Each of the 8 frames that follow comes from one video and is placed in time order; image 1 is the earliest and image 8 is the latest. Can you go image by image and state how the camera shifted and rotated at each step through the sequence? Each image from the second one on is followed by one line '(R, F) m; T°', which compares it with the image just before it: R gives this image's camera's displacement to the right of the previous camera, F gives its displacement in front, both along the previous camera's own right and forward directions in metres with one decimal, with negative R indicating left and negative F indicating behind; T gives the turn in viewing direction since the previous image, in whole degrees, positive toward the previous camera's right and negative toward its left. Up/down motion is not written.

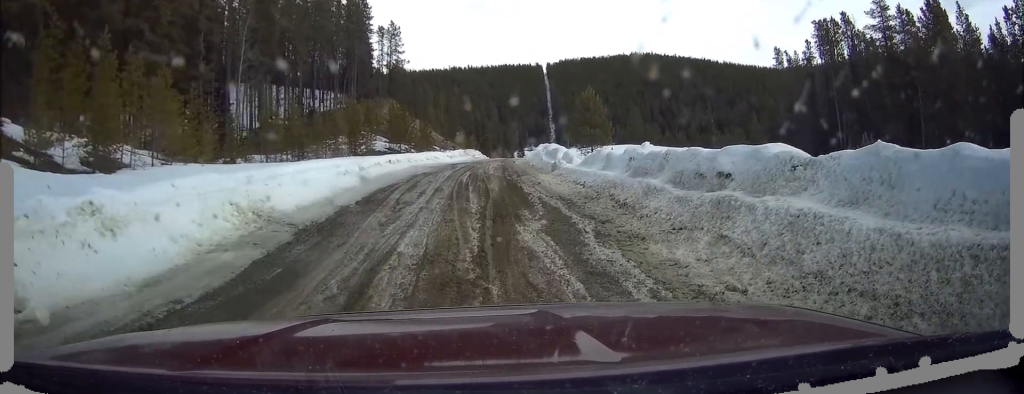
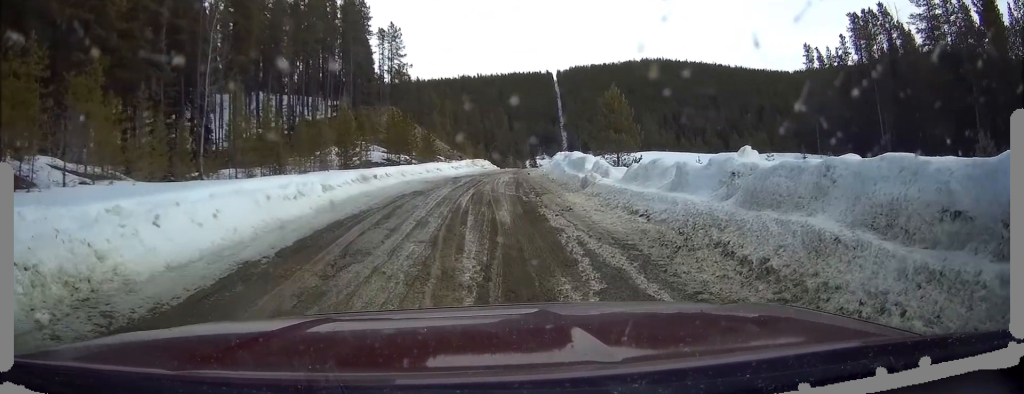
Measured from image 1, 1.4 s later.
(-0.1, +7.3) m; +1°
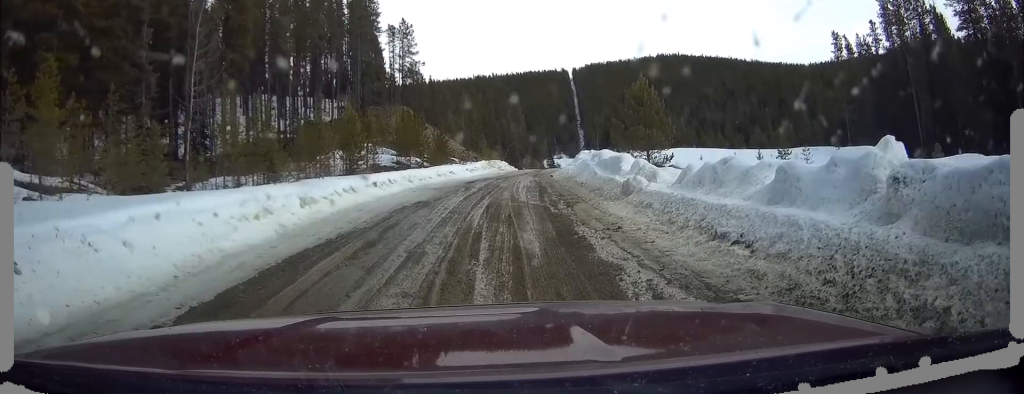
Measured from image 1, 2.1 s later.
(+0.1, +4.0) m; +1°
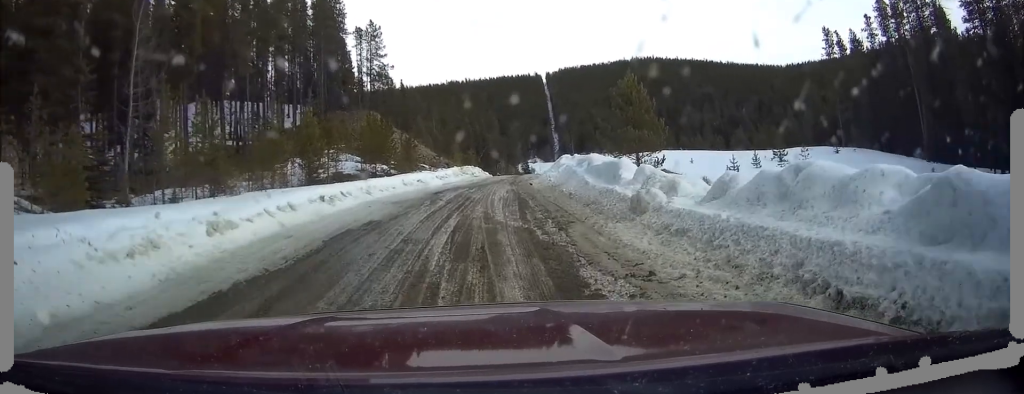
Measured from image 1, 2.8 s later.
(0.0, +3.8) m; 0°
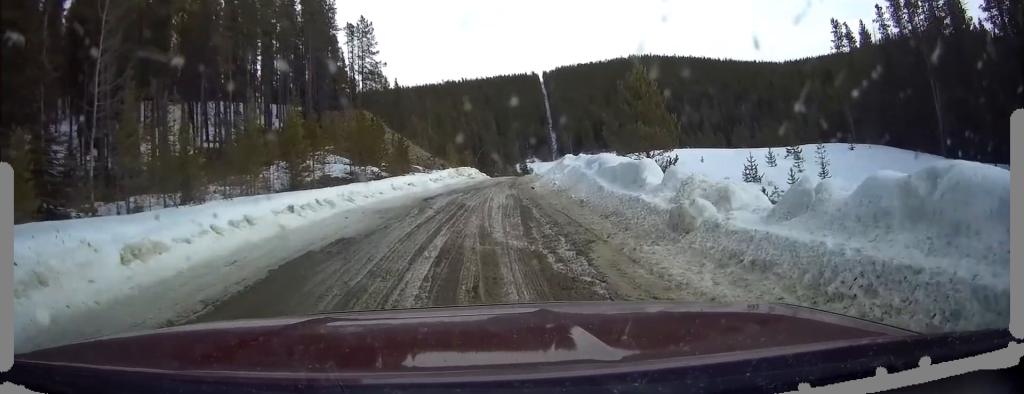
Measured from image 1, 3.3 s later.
(0.0, +2.7) m; 0°
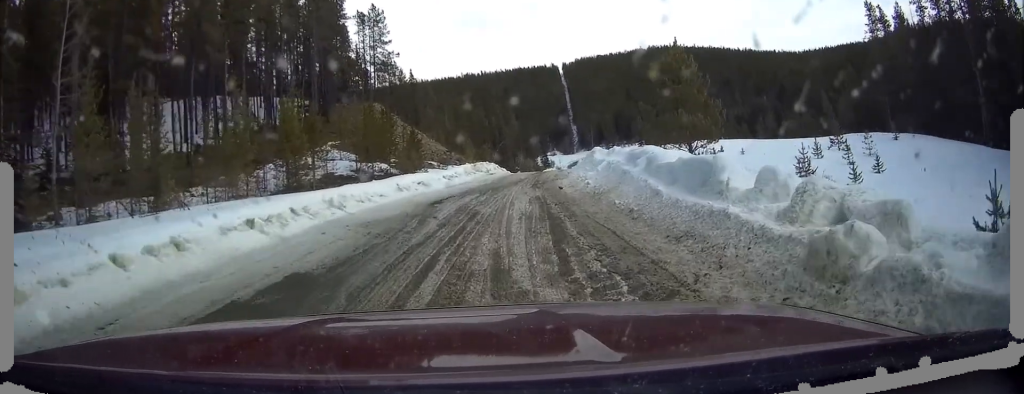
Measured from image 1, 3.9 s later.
(0.0, +3.7) m; 0°
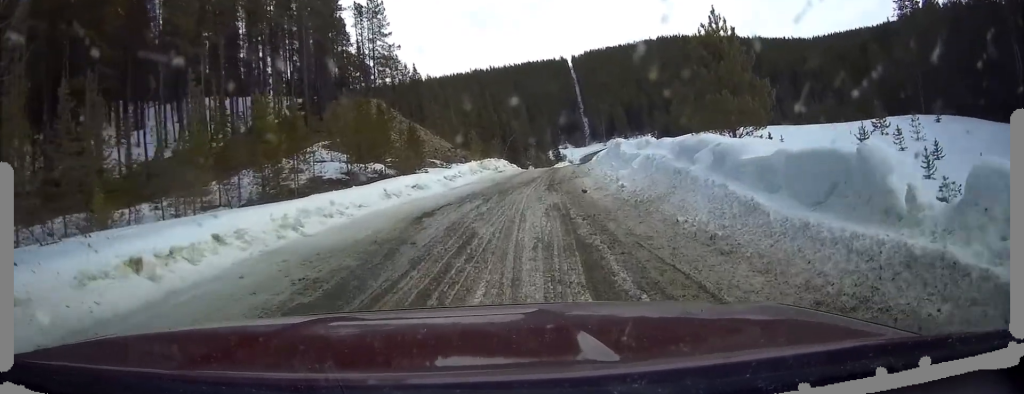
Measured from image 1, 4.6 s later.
(+0.1, +4.2) m; -1°
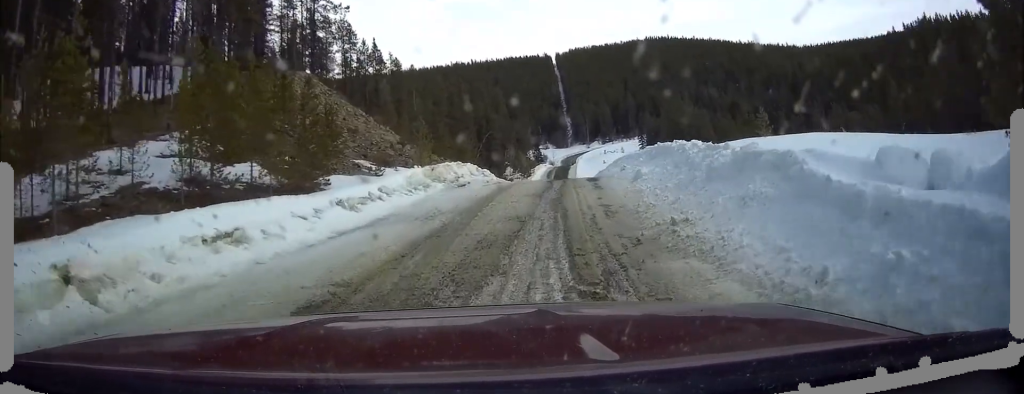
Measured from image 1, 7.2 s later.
(-0.3, +15.7) m; +1°
